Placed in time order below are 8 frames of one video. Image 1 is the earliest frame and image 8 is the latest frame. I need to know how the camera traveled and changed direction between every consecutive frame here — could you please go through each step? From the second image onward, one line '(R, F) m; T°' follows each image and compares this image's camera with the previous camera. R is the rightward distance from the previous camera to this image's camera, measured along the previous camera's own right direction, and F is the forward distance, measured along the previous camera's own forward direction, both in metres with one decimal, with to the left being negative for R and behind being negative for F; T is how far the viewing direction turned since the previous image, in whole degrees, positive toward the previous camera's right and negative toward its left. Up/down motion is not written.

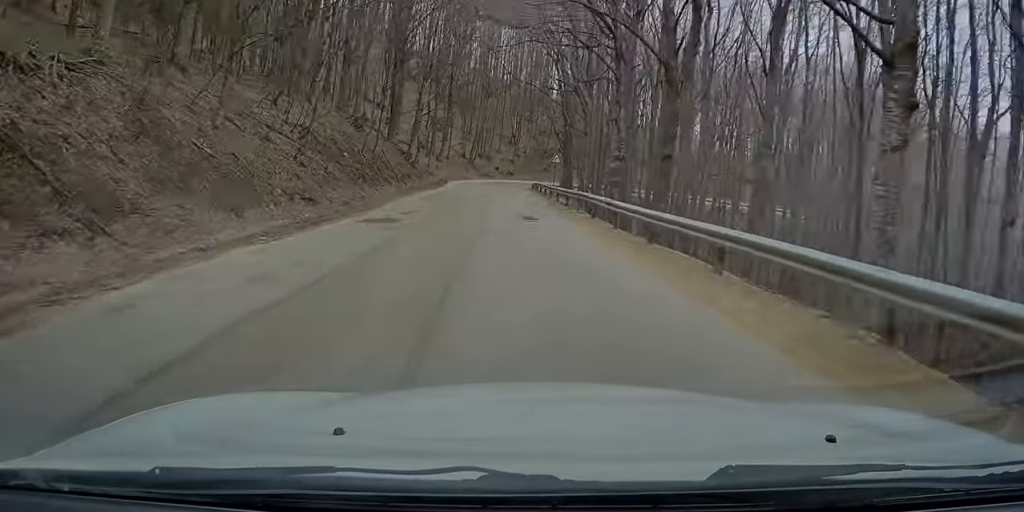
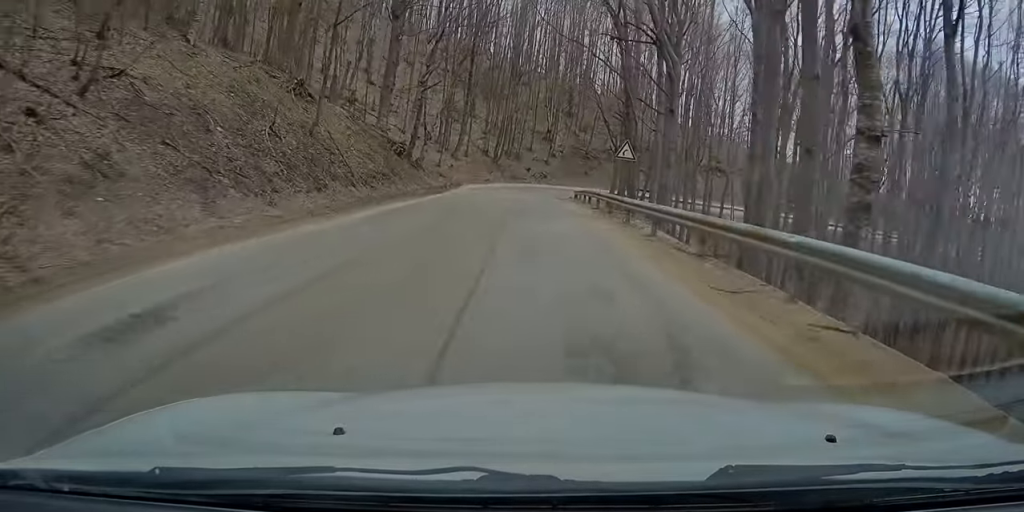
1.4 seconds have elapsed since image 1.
(-0.9, +15.8) m; -7°
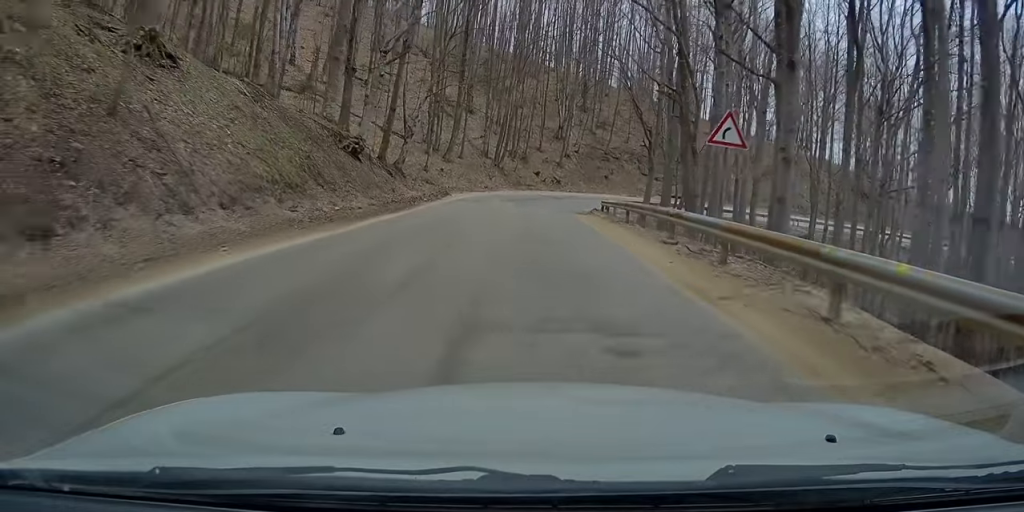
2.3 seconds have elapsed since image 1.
(-0.6, +10.9) m; -4°
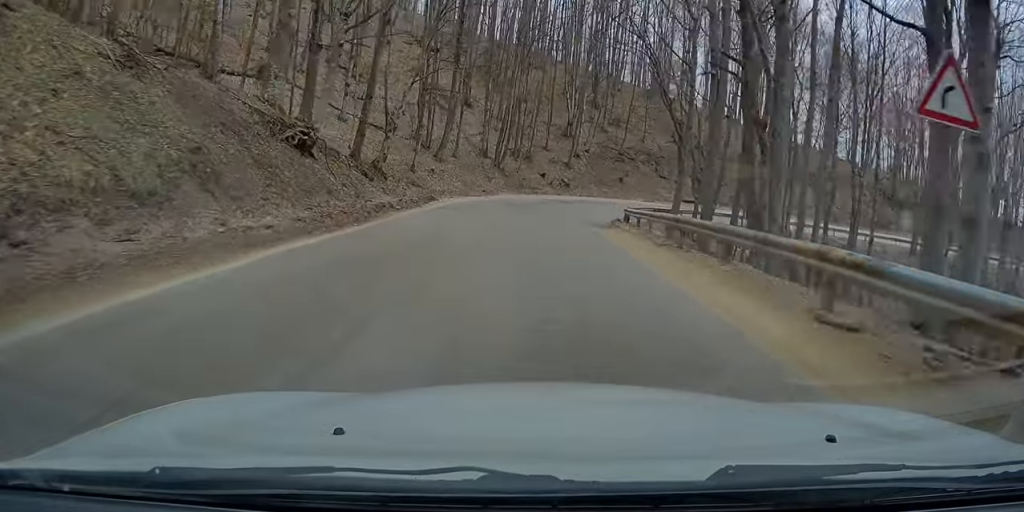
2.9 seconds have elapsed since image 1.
(-0.3, +6.3) m; -1°
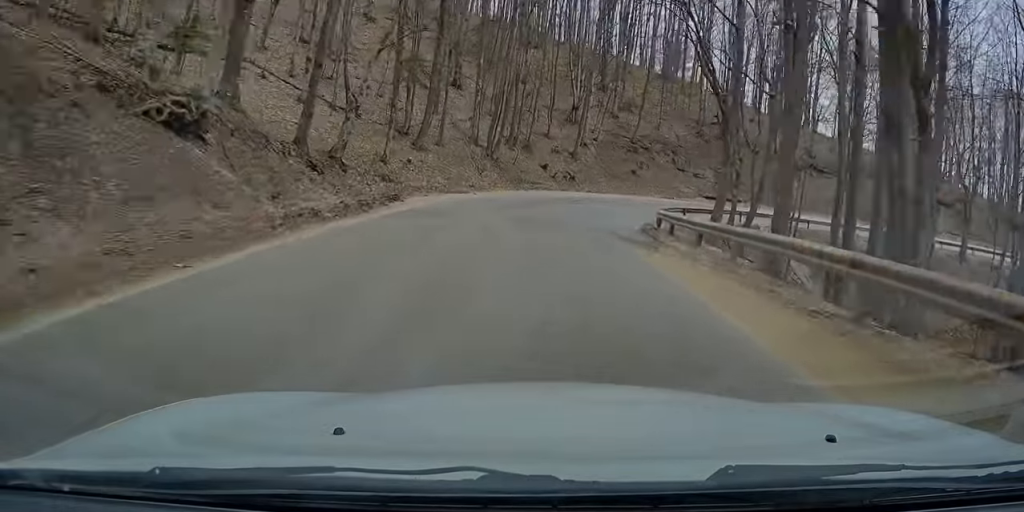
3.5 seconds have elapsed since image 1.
(+0.2, +7.0) m; +3°
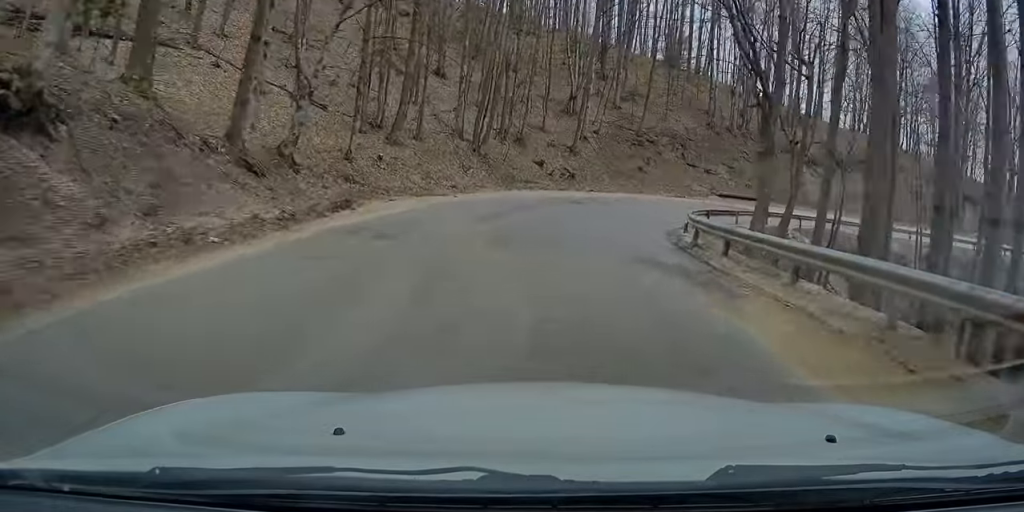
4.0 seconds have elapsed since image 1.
(0.0, +4.7) m; +2°
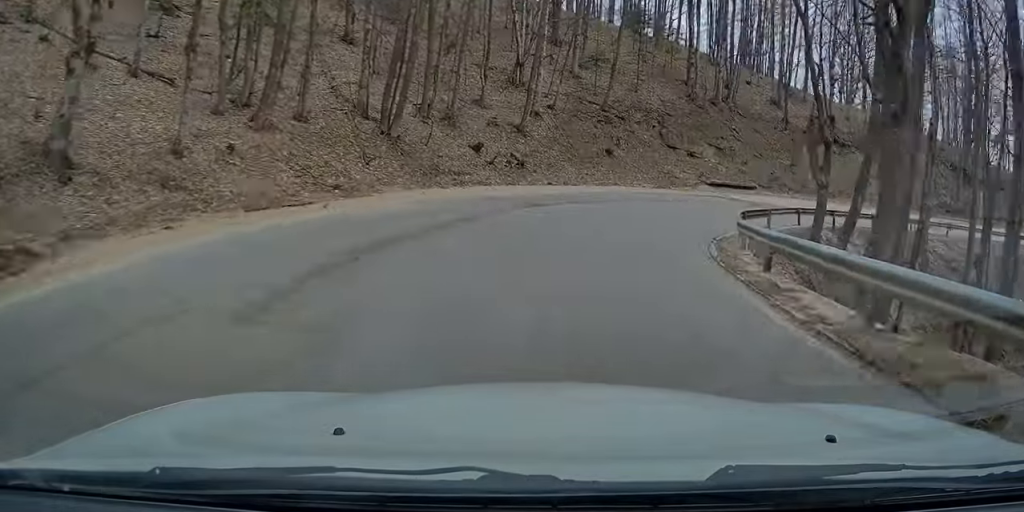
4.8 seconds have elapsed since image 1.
(+0.4, +9.3) m; +4°
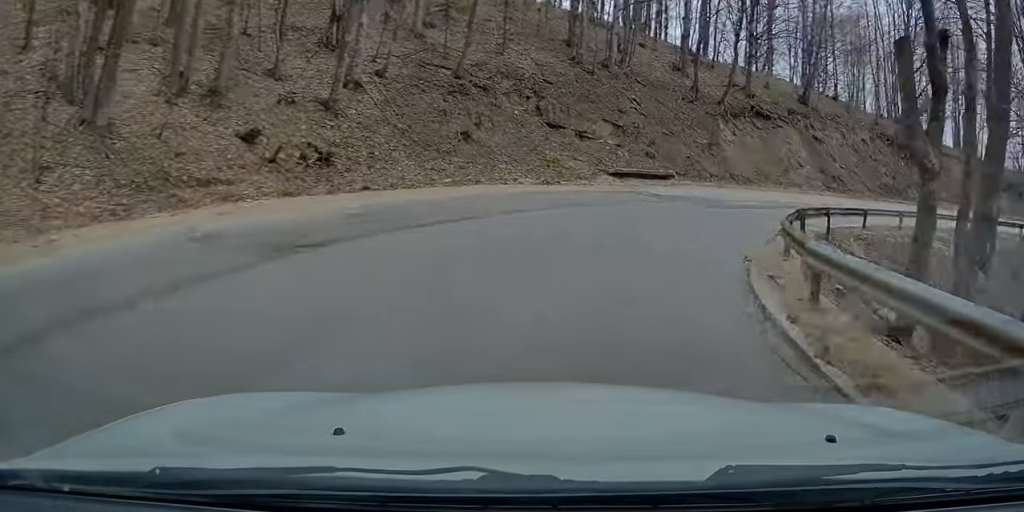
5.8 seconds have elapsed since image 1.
(+0.3, +10.4) m; +13°
